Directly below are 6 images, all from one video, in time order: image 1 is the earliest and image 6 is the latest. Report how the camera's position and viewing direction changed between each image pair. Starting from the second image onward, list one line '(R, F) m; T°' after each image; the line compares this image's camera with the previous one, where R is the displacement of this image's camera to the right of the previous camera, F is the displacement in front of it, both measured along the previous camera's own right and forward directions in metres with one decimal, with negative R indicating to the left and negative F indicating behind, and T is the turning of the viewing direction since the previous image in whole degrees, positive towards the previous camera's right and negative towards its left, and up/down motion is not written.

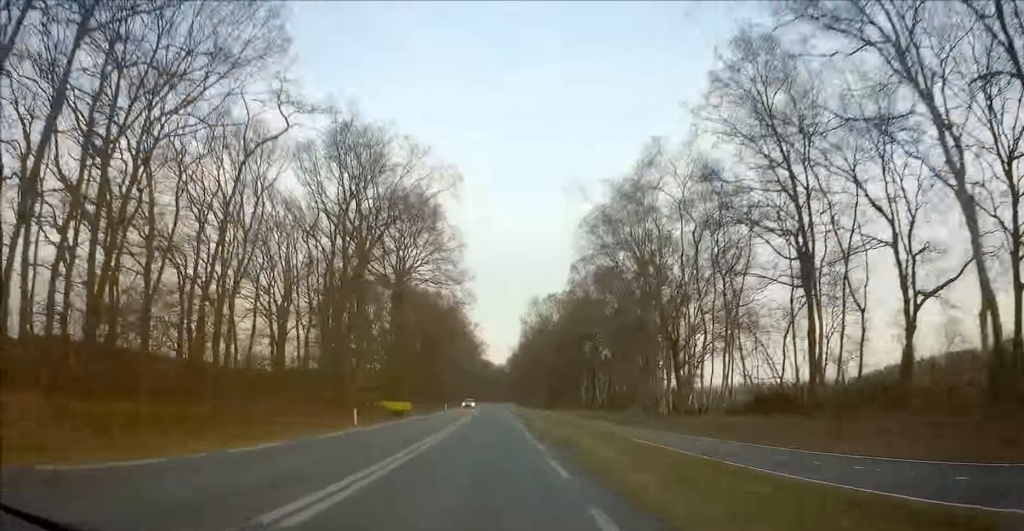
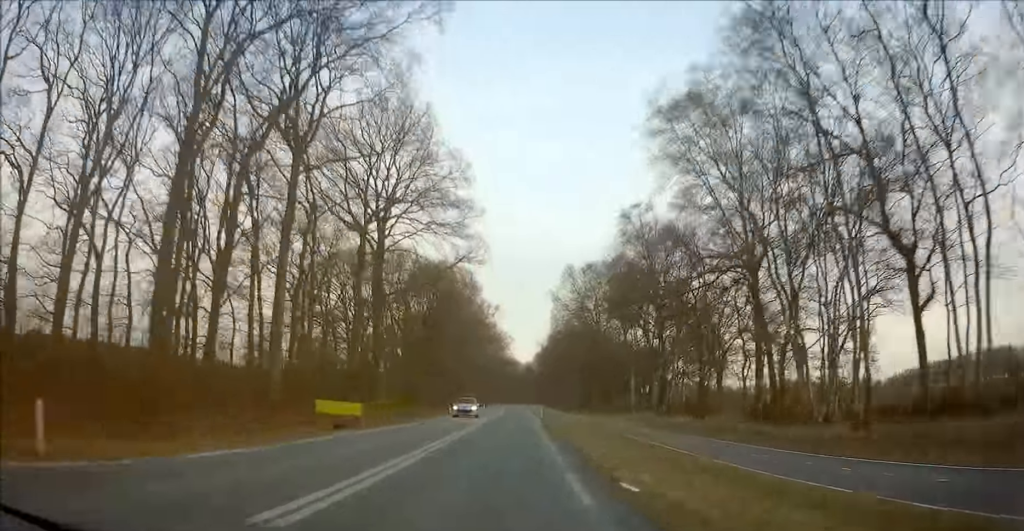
(-0.1, +20.6) m; -2°
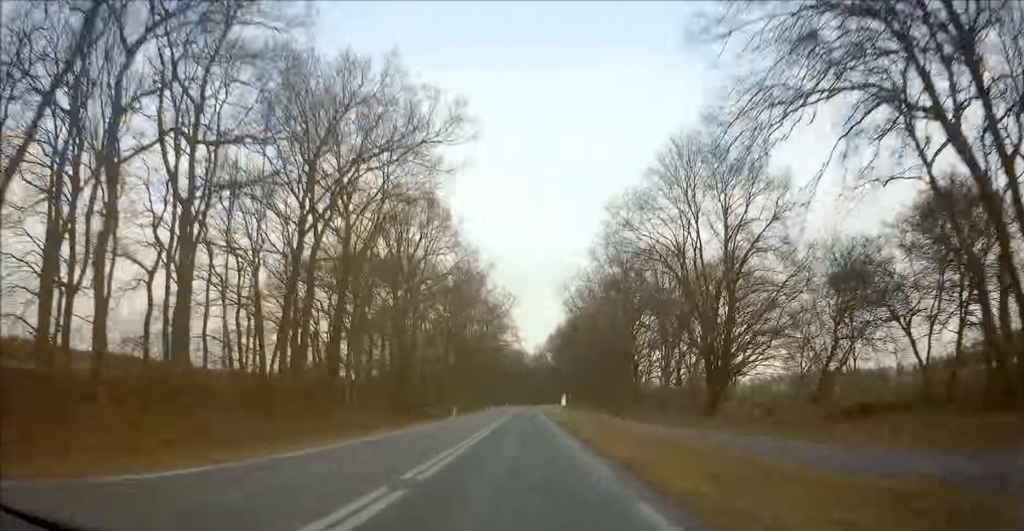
(-1.7, +56.5) m; -2°
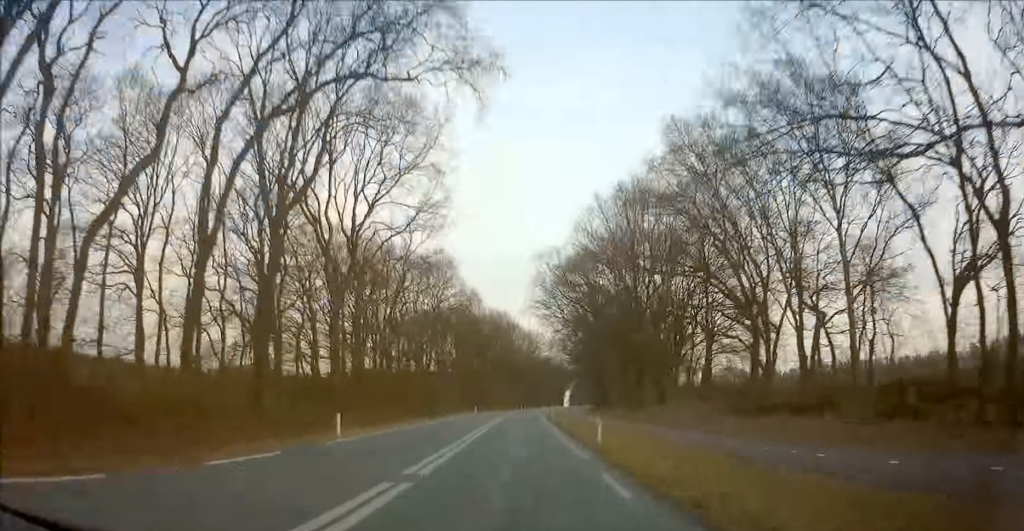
(-0.5, +79.9) m; 0°
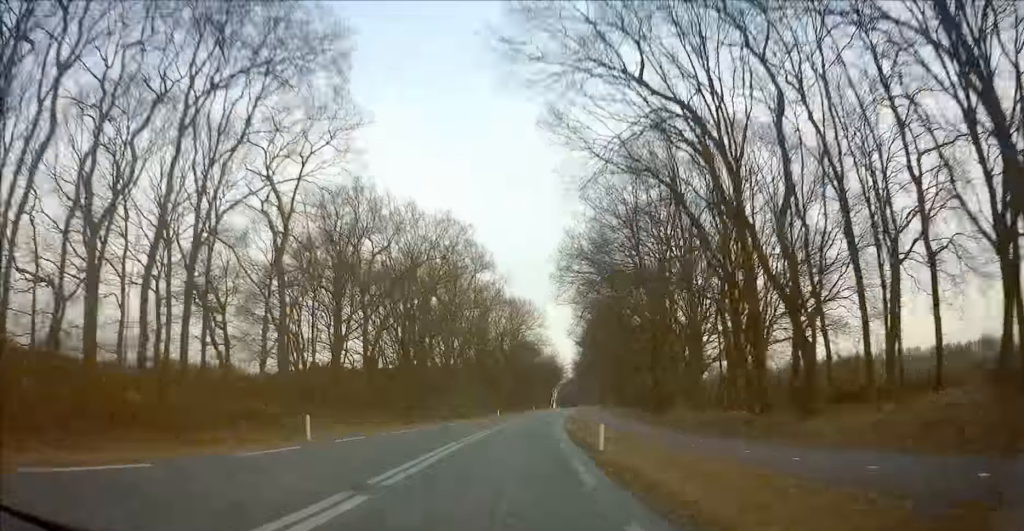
(+0.6, +51.7) m; +4°
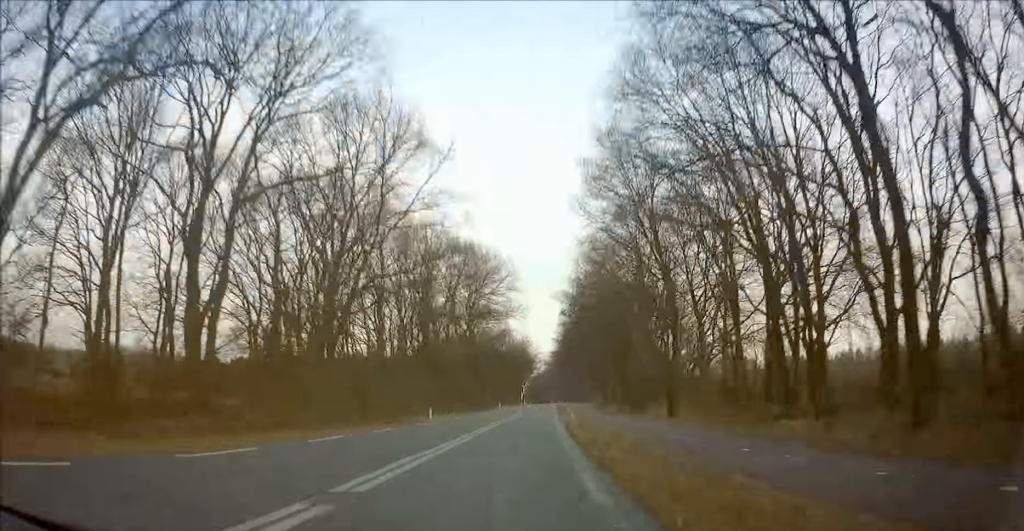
(+1.6, +31.3) m; +2°
